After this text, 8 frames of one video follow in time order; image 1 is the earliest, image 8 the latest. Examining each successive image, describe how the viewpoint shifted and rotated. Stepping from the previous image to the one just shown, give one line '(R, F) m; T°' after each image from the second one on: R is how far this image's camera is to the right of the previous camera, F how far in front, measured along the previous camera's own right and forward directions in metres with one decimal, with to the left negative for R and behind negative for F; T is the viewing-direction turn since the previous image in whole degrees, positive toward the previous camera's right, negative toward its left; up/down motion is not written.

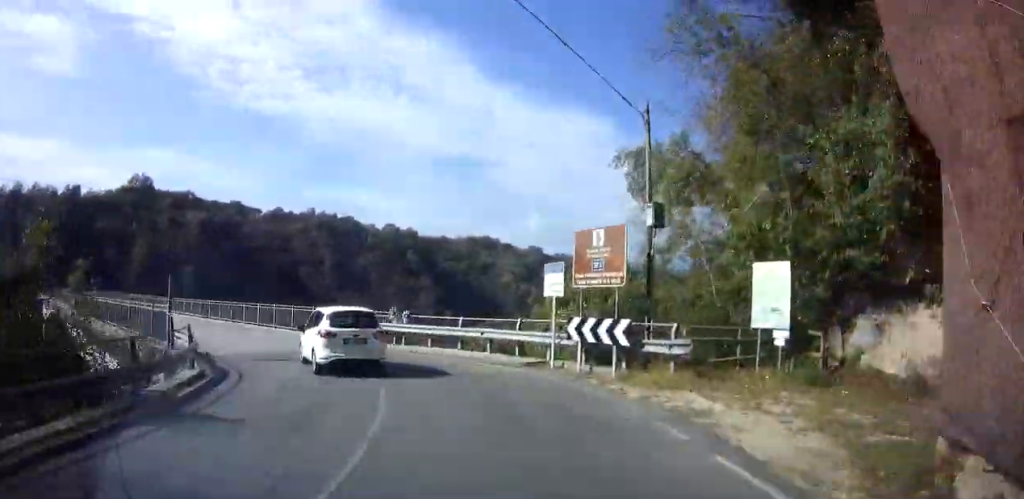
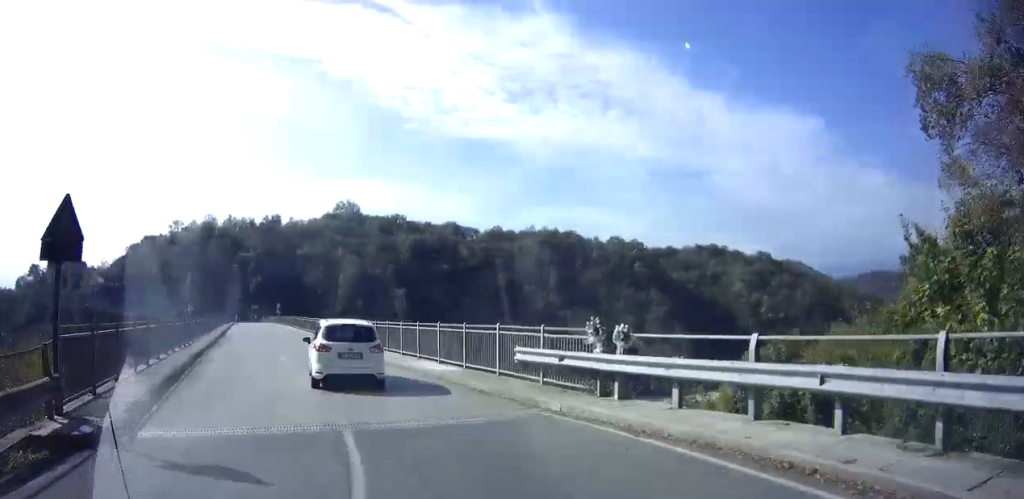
(-3.7, +10.8) m; -27°
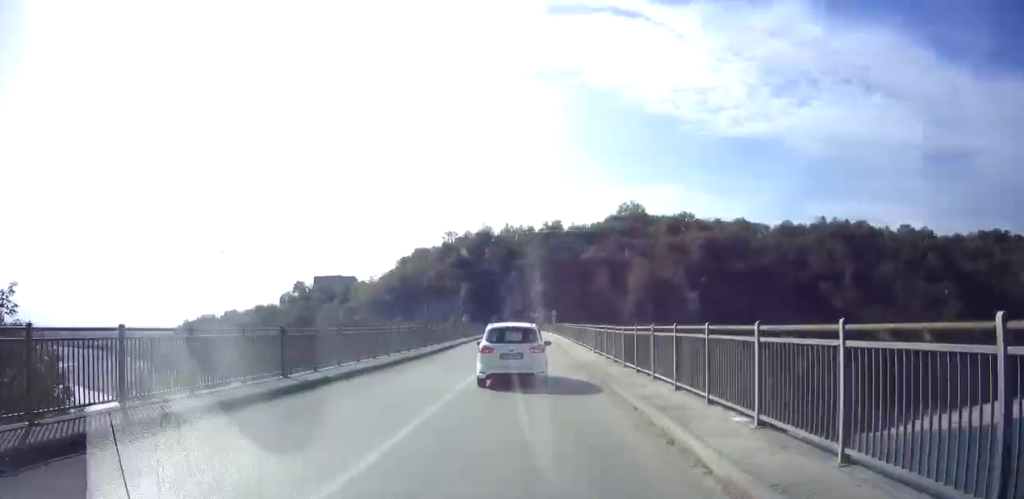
(-2.5, +13.5) m; -20°
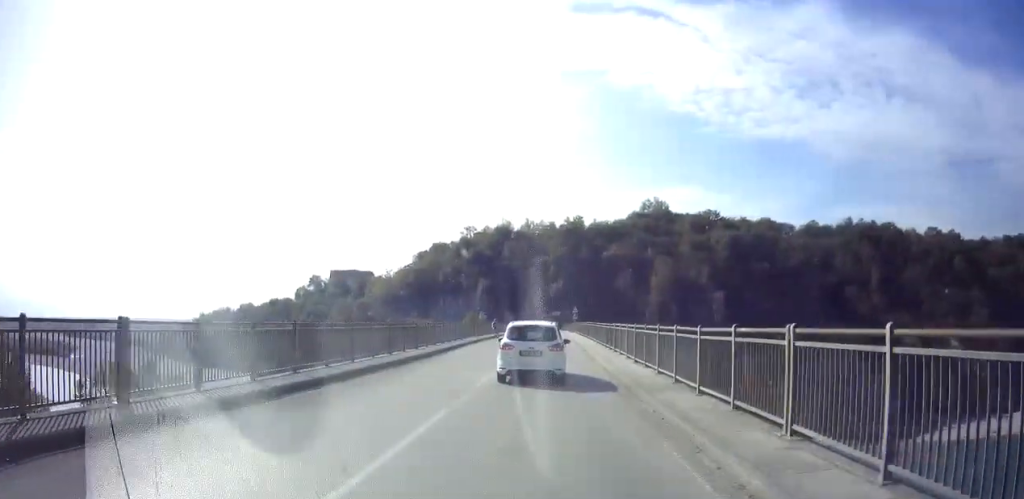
(-0.4, +6.3) m; -6°
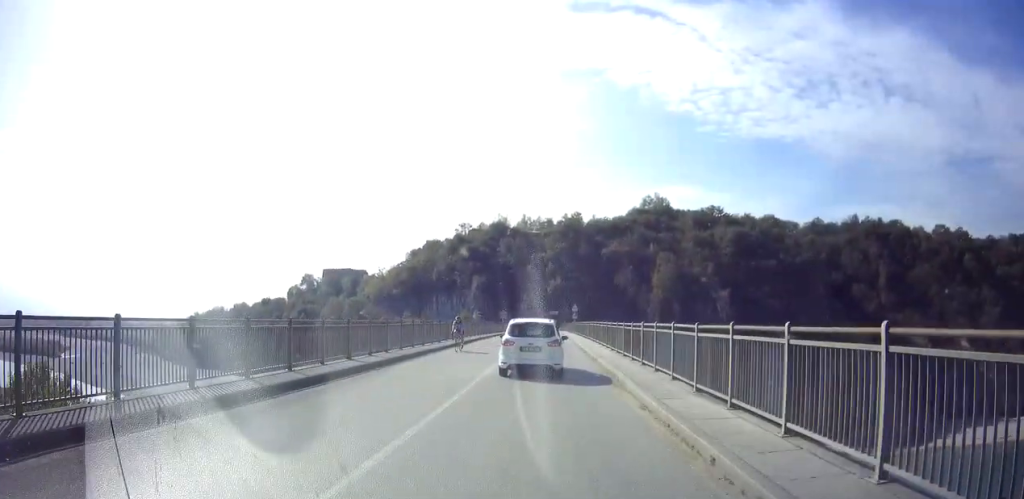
(-0.3, +8.1) m; -5°
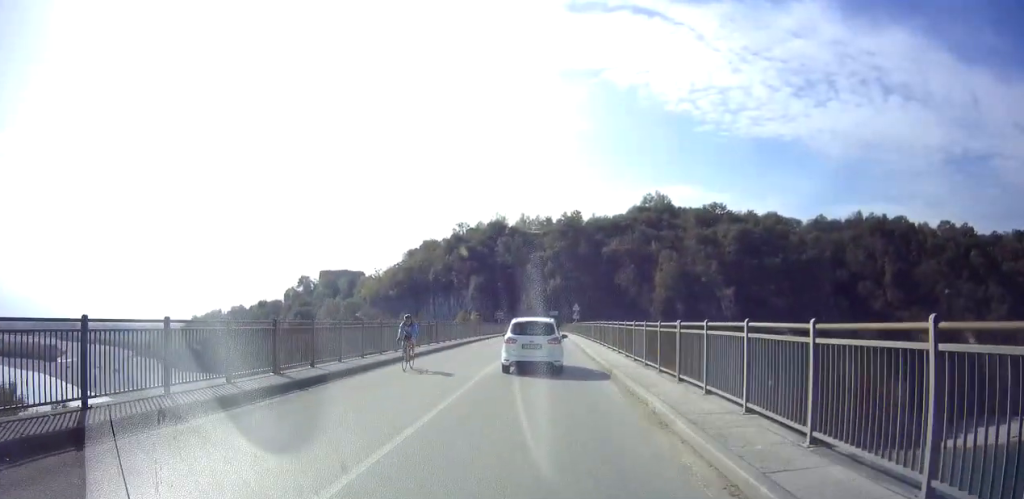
(-0.3, +4.6) m; -2°
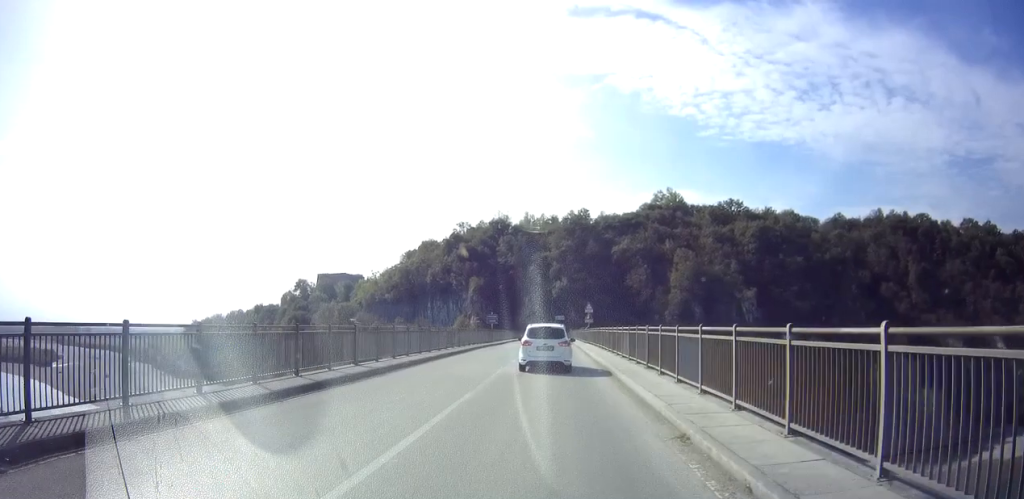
(0.0, +13.2) m; +2°
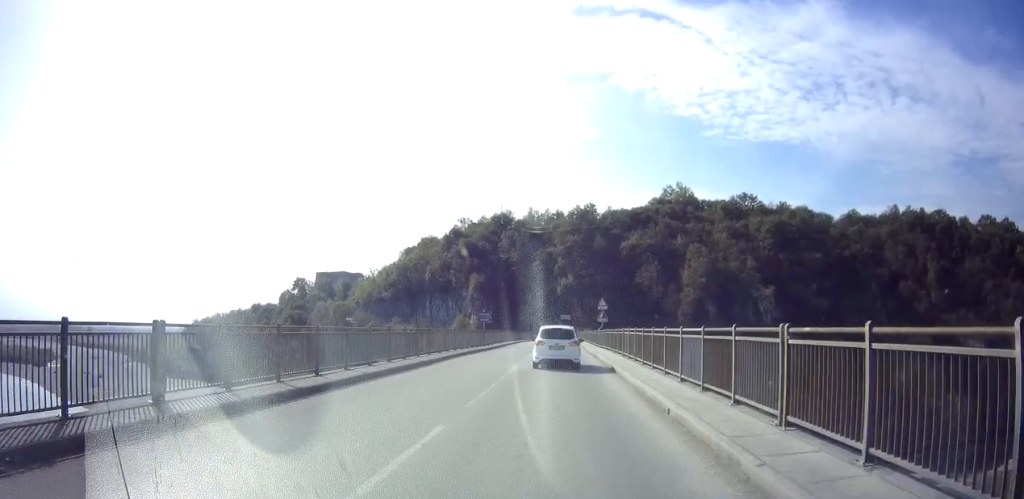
(+0.3, +9.4) m; 0°
